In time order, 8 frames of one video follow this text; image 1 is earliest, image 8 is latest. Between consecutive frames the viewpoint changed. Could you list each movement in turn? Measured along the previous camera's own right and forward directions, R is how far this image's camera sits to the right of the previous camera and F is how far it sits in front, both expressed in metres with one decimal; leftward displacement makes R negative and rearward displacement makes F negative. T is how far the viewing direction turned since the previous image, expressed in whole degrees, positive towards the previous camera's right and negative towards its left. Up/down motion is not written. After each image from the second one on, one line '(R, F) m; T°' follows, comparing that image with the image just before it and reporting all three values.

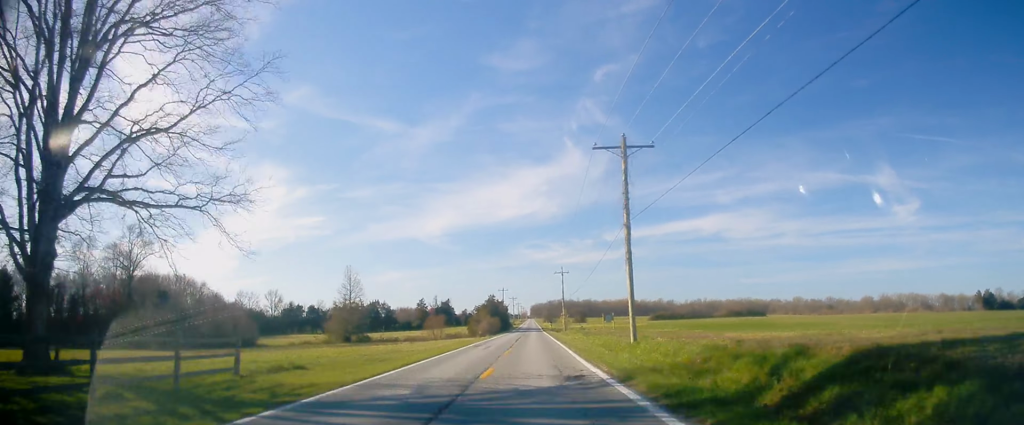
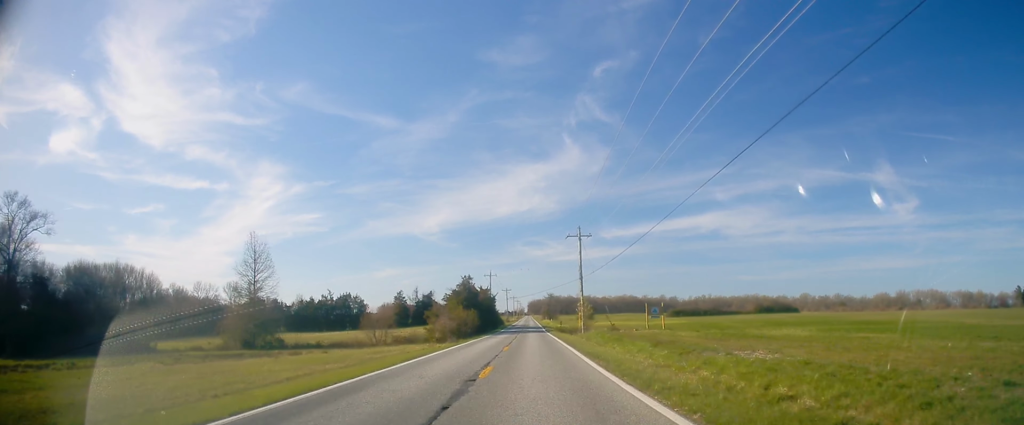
(-0.2, +38.3) m; 0°
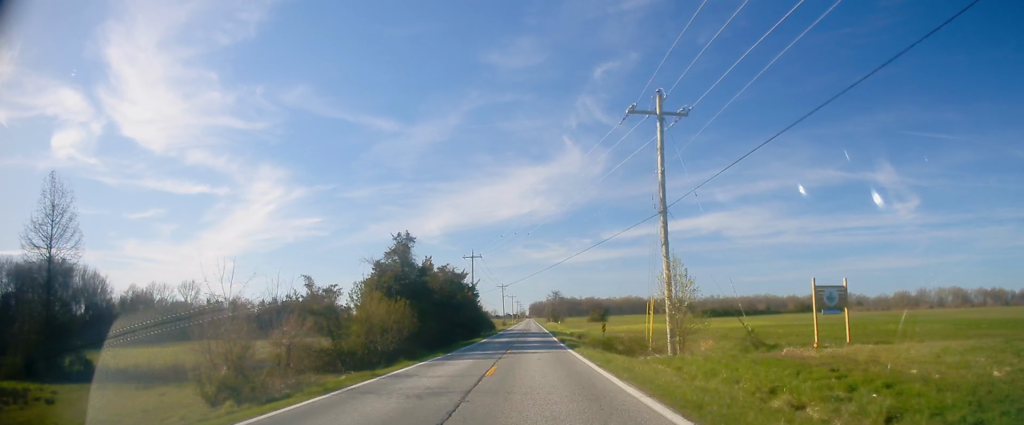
(+0.3, +35.7) m; 0°
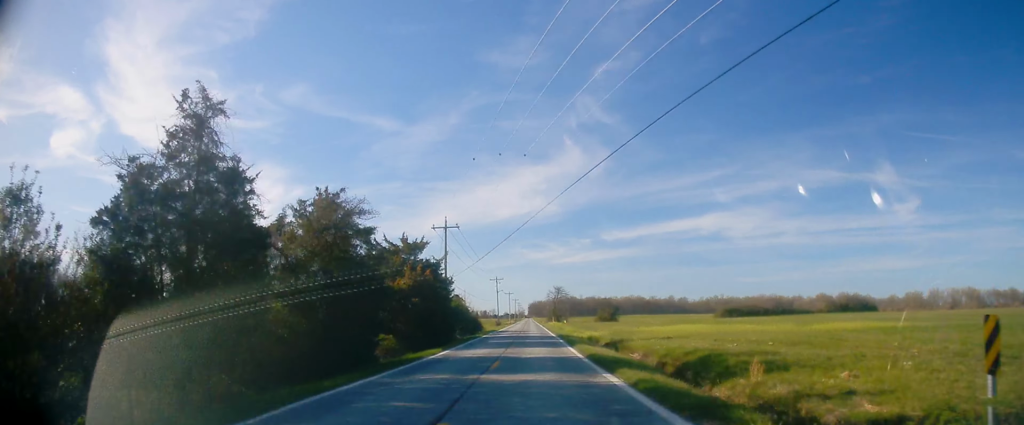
(0.0, +22.5) m; 0°
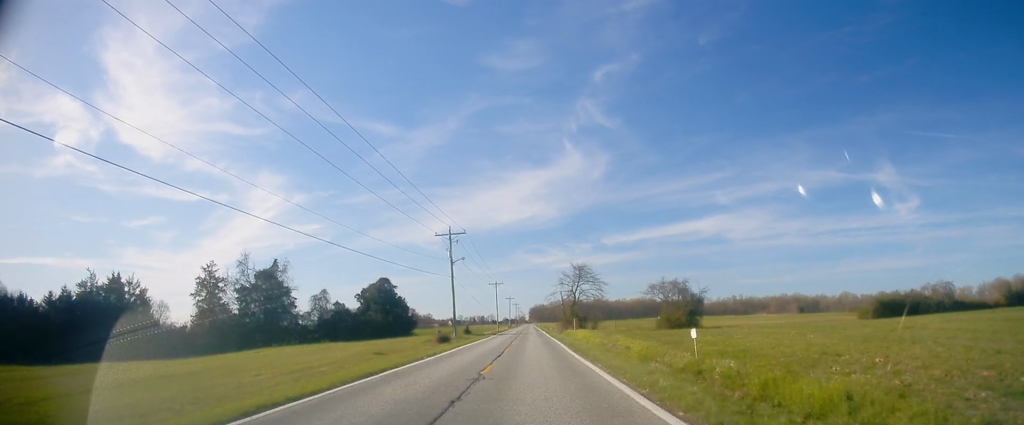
(-0.1, +76.0) m; 0°
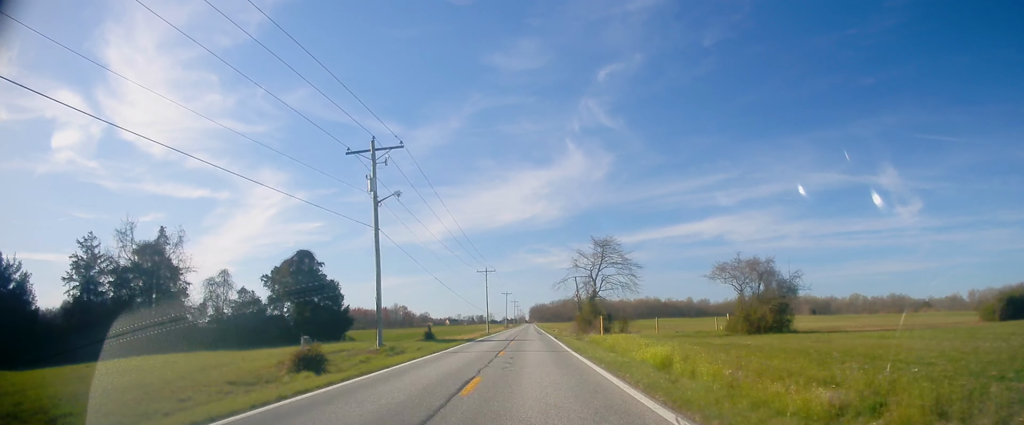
(0.0, +28.2) m; 0°
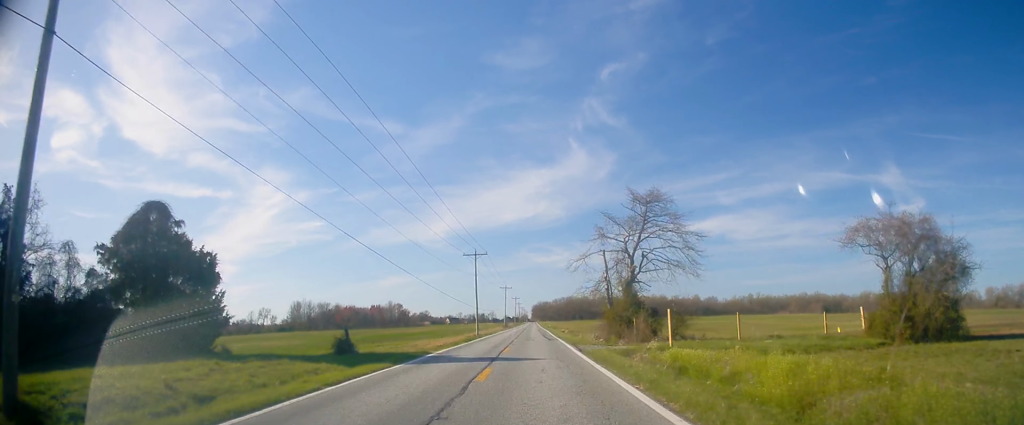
(0.0, +23.4) m; 0°
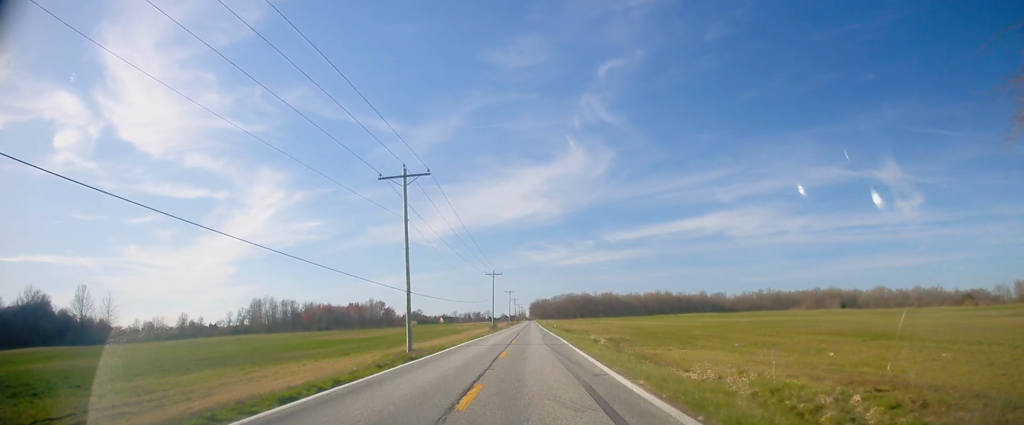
(-0.2, +40.3) m; 0°
